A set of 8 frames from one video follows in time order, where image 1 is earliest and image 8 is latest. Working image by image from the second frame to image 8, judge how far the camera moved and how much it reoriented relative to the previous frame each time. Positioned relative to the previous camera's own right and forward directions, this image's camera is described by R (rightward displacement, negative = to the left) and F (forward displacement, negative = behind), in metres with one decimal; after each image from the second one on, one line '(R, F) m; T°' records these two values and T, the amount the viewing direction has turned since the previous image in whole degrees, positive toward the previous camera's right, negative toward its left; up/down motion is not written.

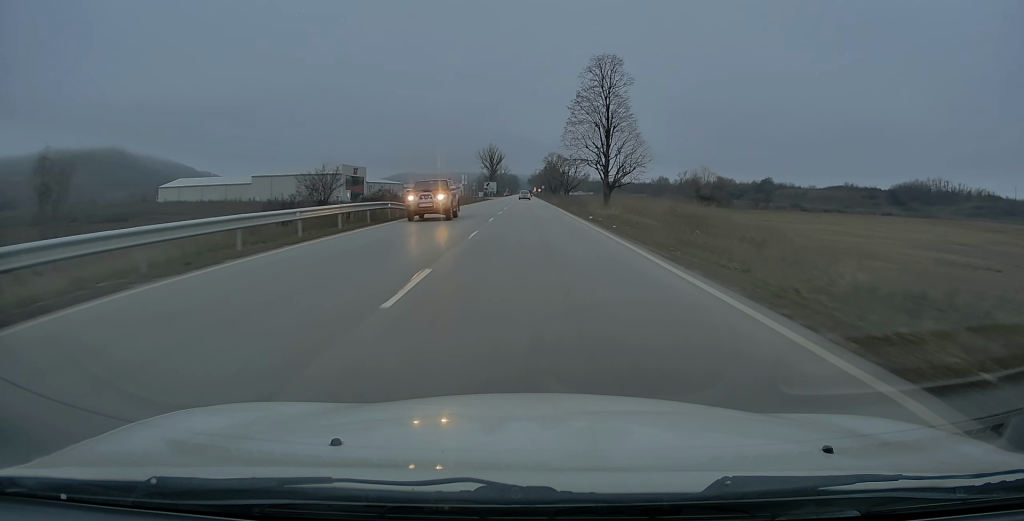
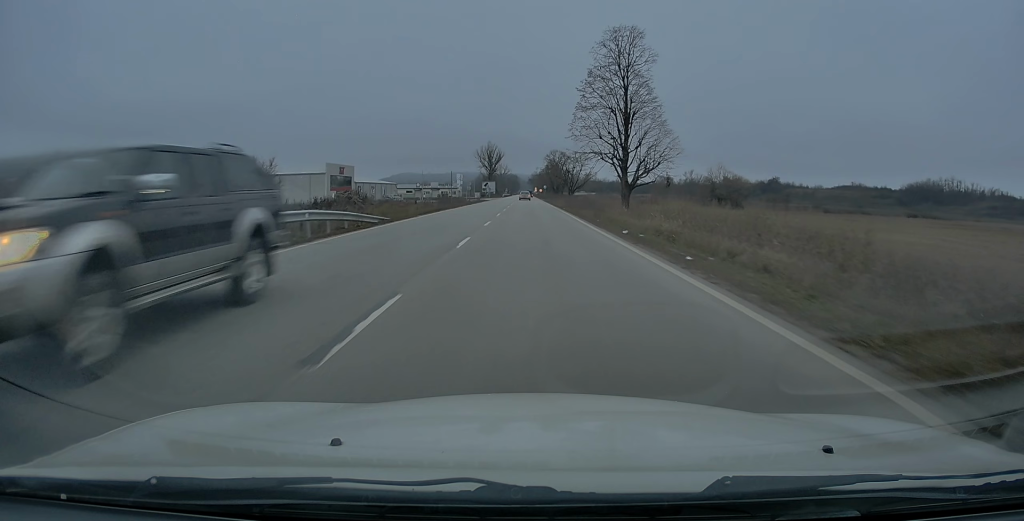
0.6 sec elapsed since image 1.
(0.0, +11.3) m; 0°
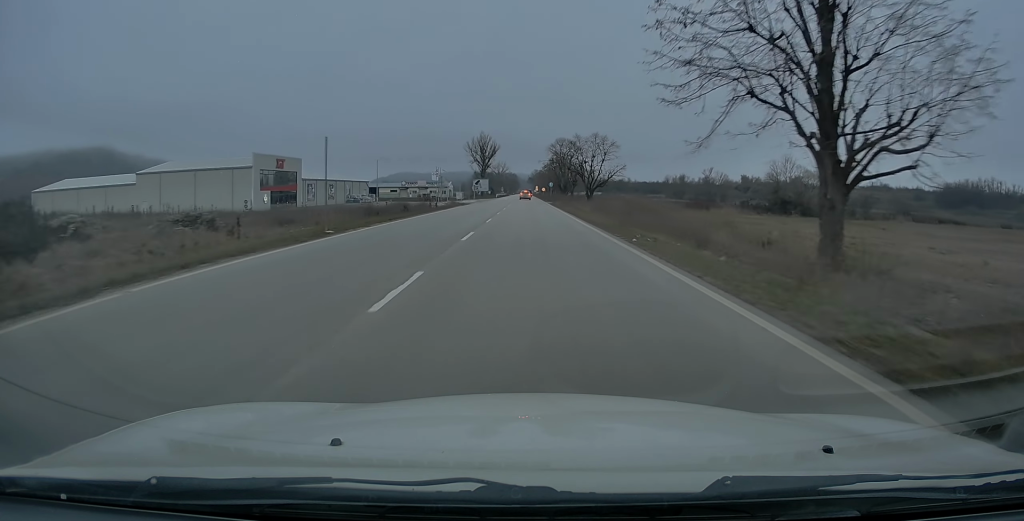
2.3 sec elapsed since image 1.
(-0.2, +34.4) m; 0°
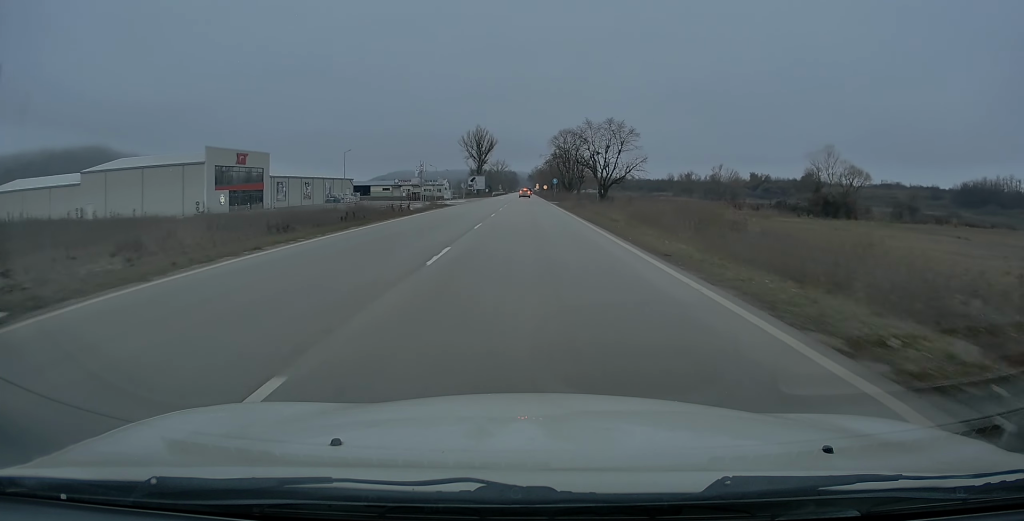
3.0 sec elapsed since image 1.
(+0.1, +14.4) m; 0°
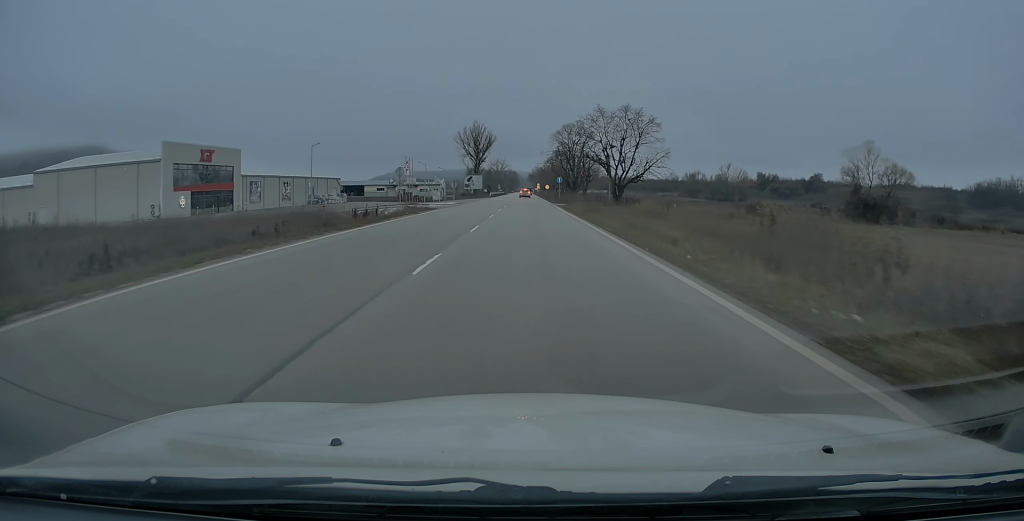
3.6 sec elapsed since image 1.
(0.0, +10.4) m; 0°
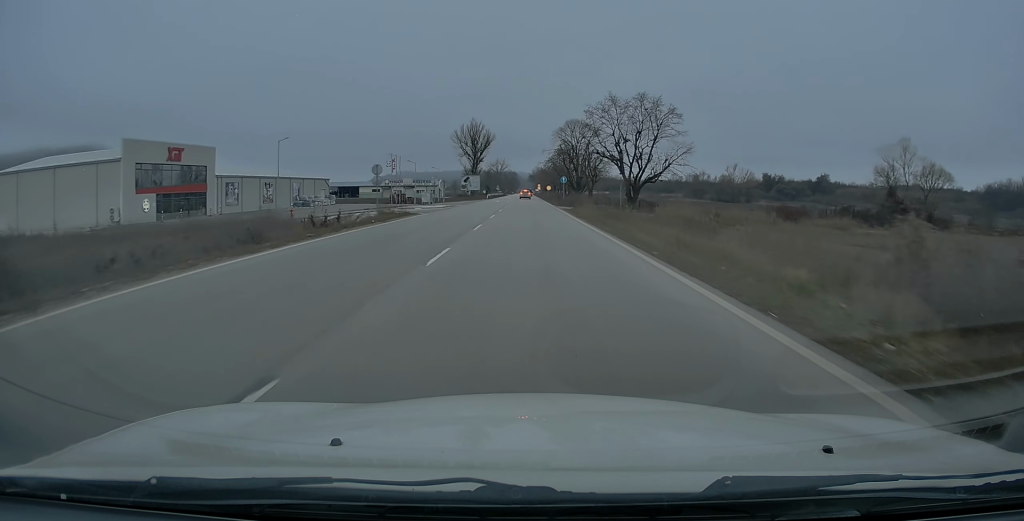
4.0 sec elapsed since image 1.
(0.0, +7.8) m; 0°
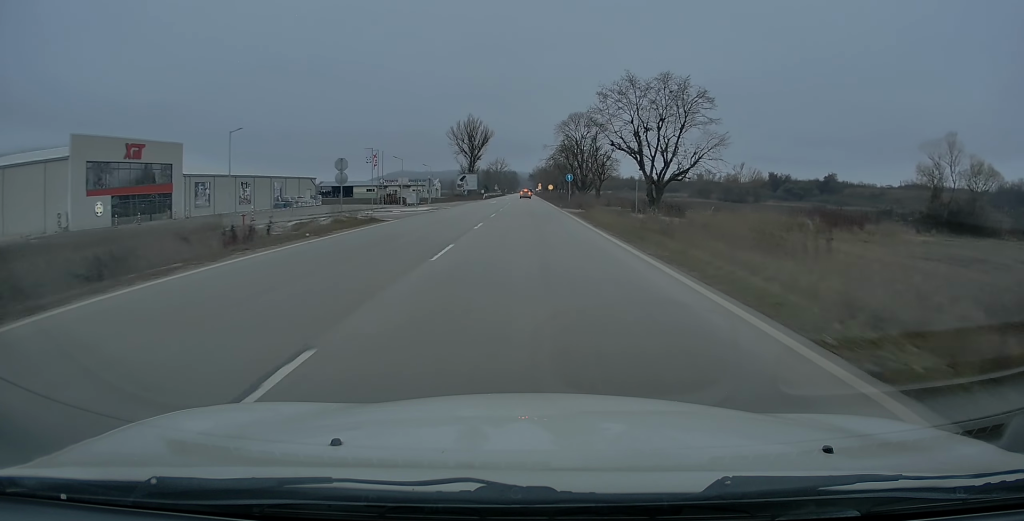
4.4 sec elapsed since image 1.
(0.0, +8.4) m; 0°
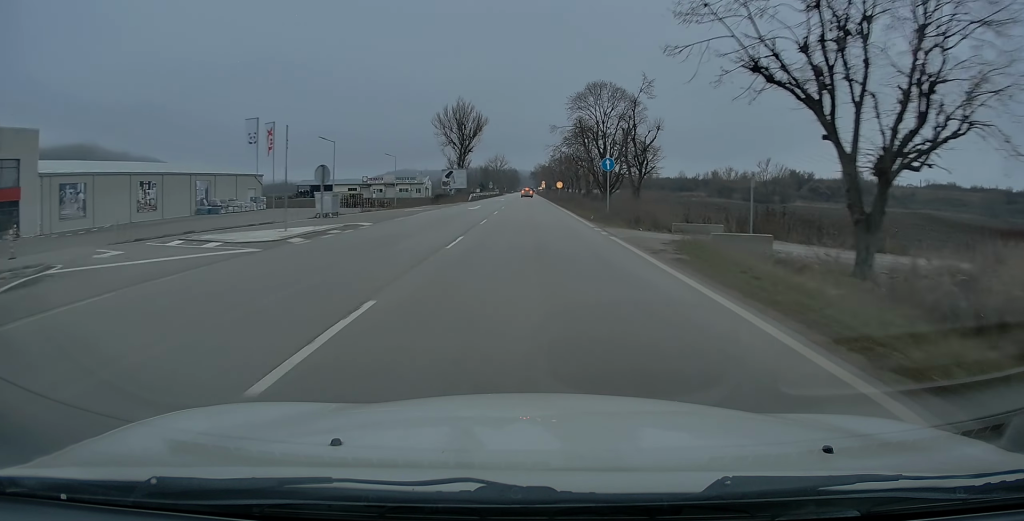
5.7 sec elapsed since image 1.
(+0.1, +25.3) m; 0°
